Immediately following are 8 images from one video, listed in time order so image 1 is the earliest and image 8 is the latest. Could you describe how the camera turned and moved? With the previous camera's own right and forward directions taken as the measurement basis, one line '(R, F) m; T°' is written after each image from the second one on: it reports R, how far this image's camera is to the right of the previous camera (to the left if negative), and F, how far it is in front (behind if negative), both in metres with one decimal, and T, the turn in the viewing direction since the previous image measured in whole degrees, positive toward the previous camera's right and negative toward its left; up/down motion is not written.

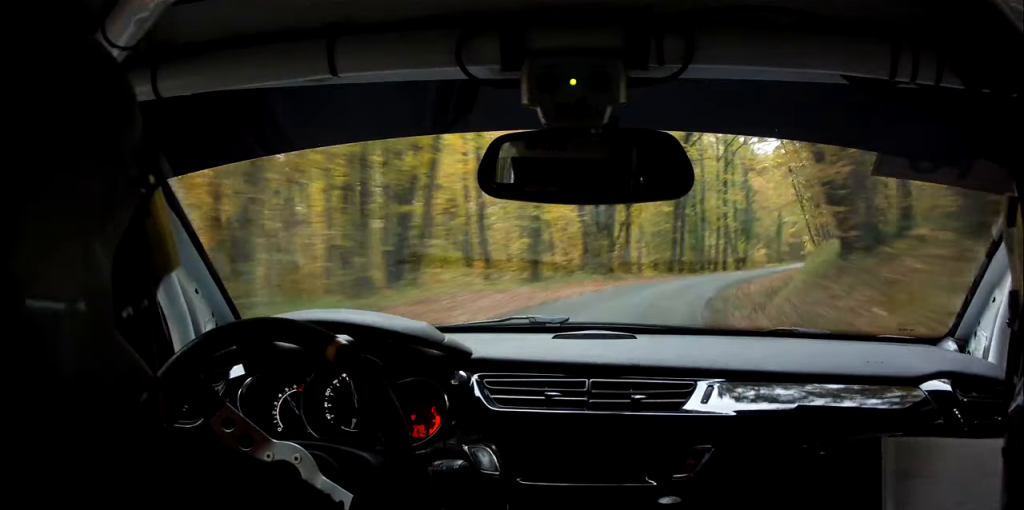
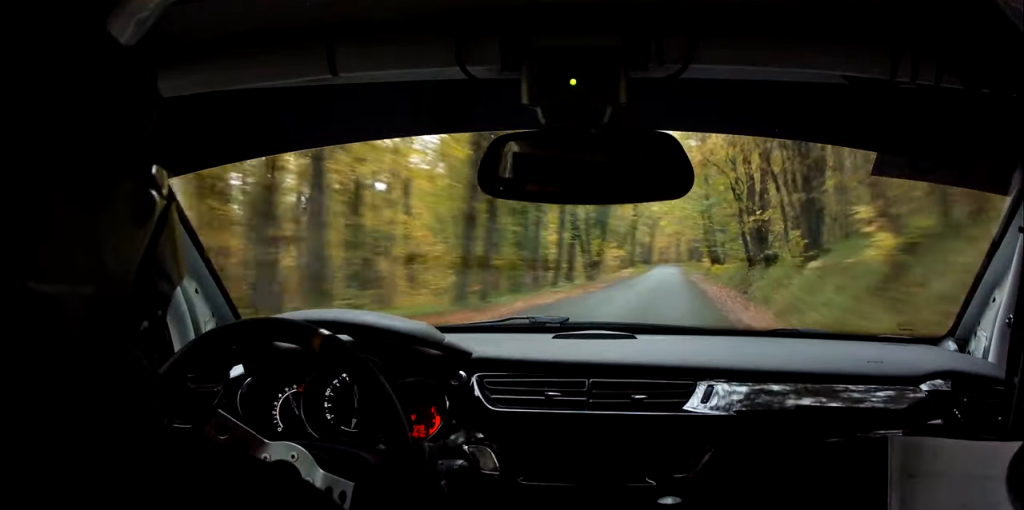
(+2.2, +33.1) m; +9°
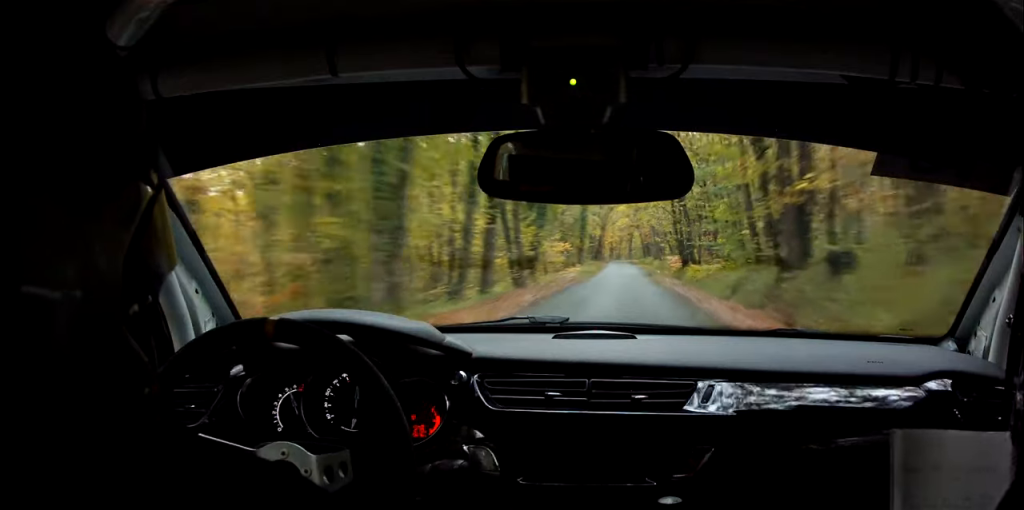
(+0.7, +17.7) m; +4°
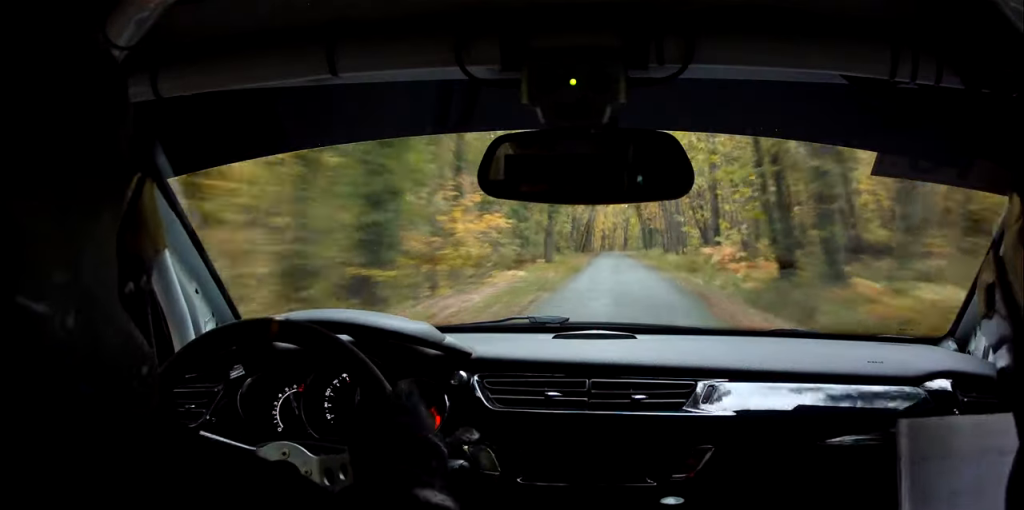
(+2.6, +39.2) m; +5°
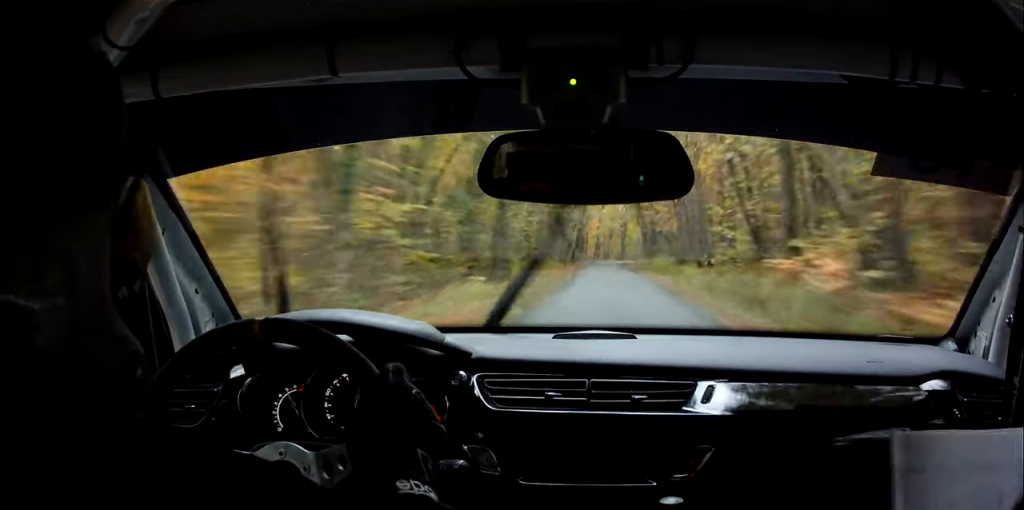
(+0.4, +22.3) m; +1°
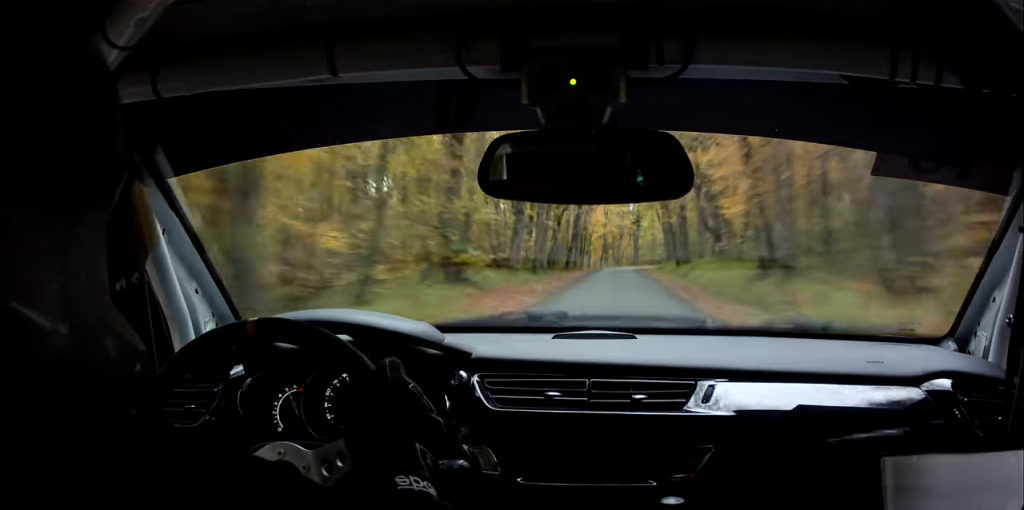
(+0.1, +33.3) m; -1°
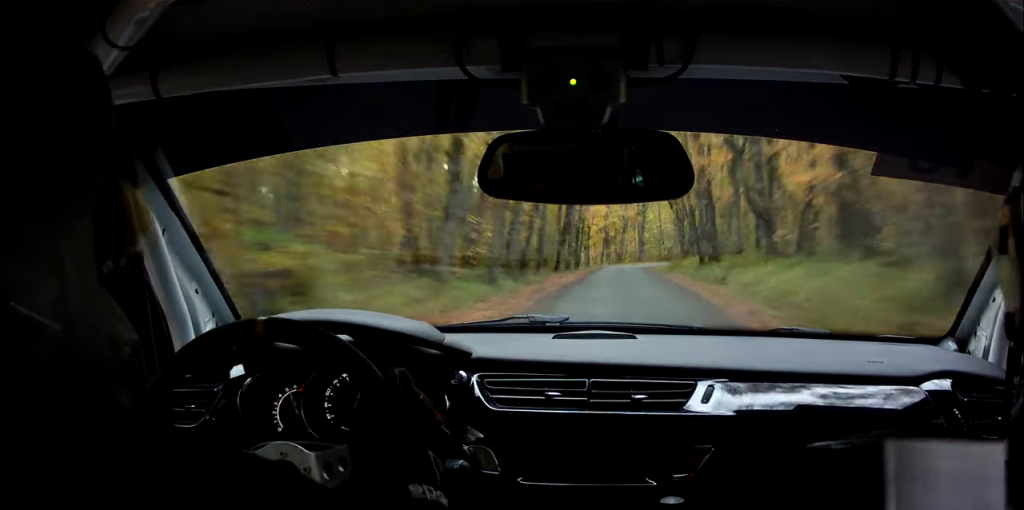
(-0.1, +15.4) m; 0°
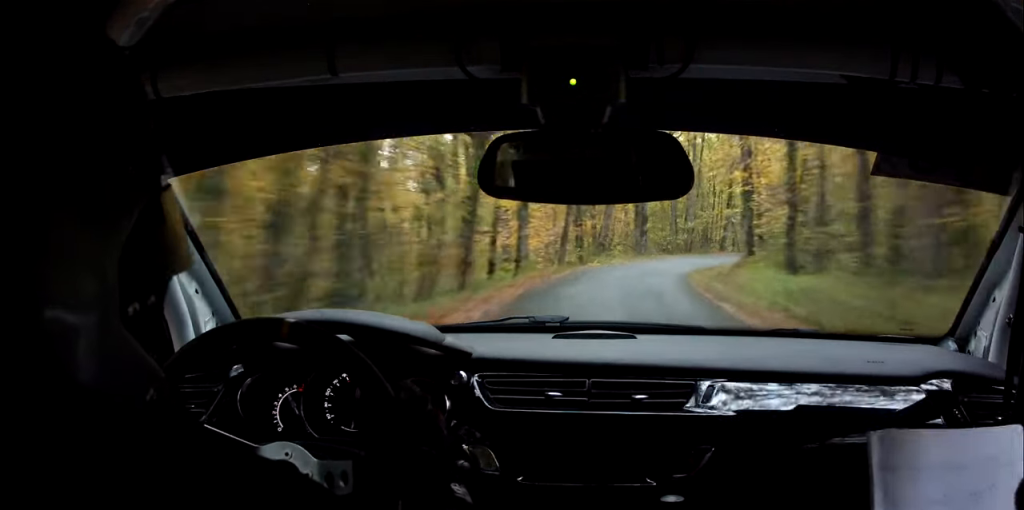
(+0.4, +55.2) m; +5°
